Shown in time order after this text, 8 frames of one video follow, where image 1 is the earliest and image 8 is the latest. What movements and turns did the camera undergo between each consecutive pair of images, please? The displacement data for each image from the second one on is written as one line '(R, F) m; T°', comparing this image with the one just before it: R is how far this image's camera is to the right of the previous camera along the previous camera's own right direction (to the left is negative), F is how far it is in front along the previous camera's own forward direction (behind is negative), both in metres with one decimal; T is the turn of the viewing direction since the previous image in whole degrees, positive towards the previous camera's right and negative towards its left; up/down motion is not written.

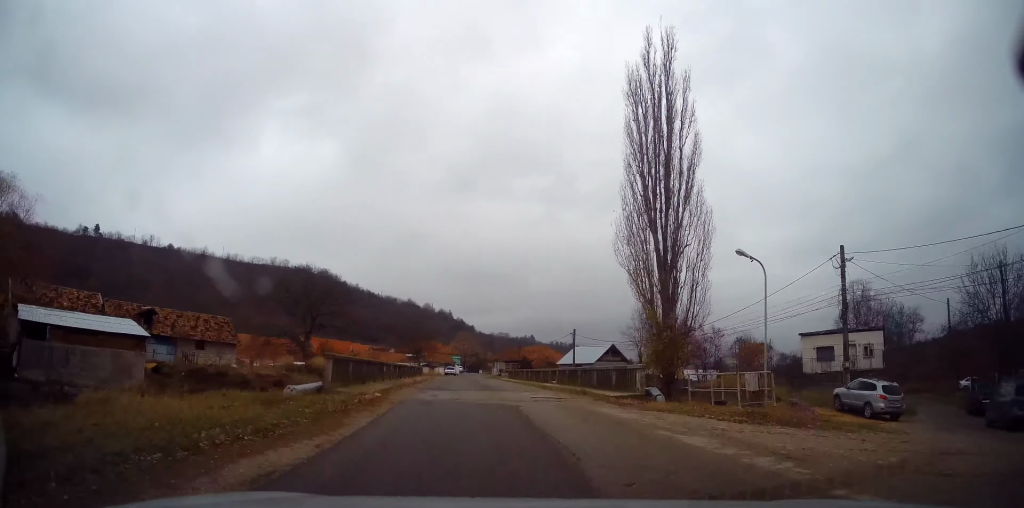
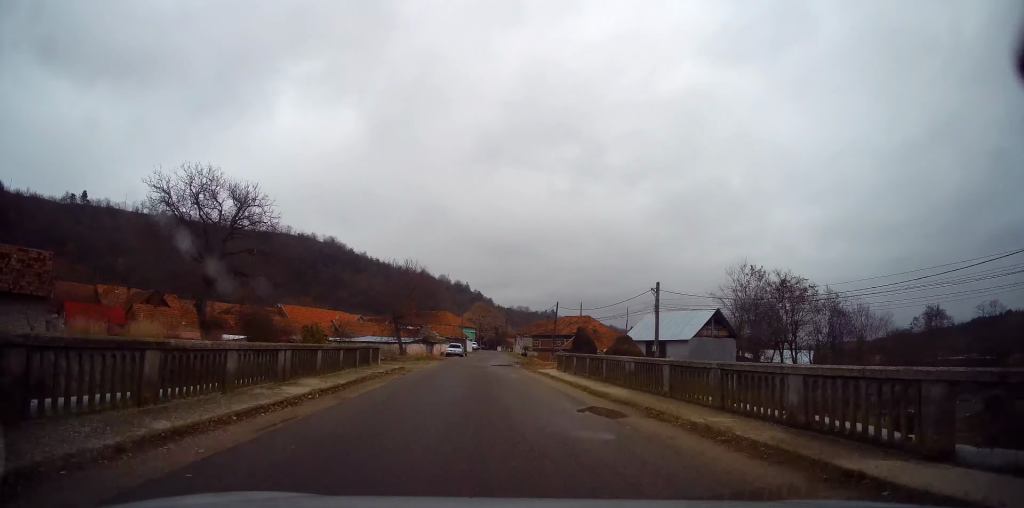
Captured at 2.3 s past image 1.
(-1.3, +30.1) m; -3°
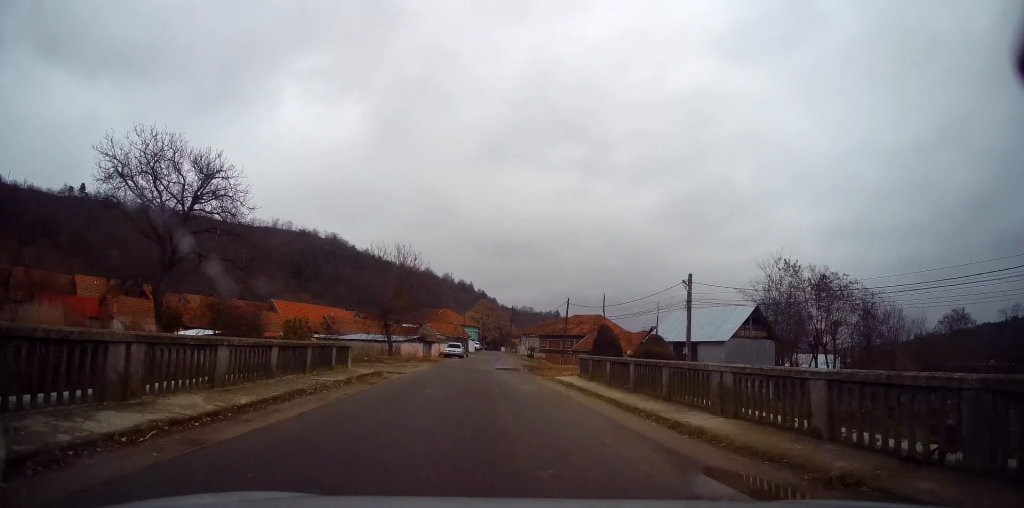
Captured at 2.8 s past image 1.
(0.0, +6.4) m; -1°
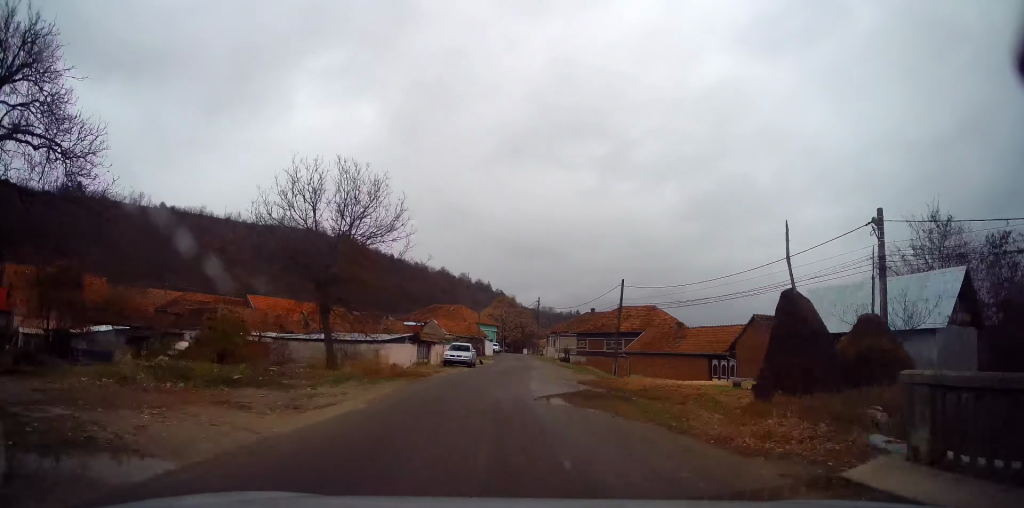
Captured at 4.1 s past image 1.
(-0.2, +18.8) m; 0°
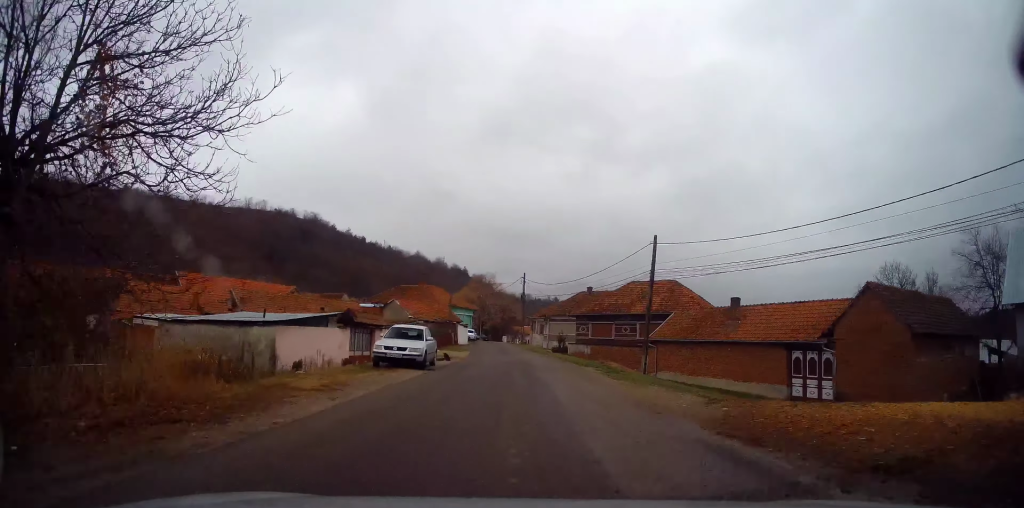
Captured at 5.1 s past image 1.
(+0.1, +14.5) m; +2°
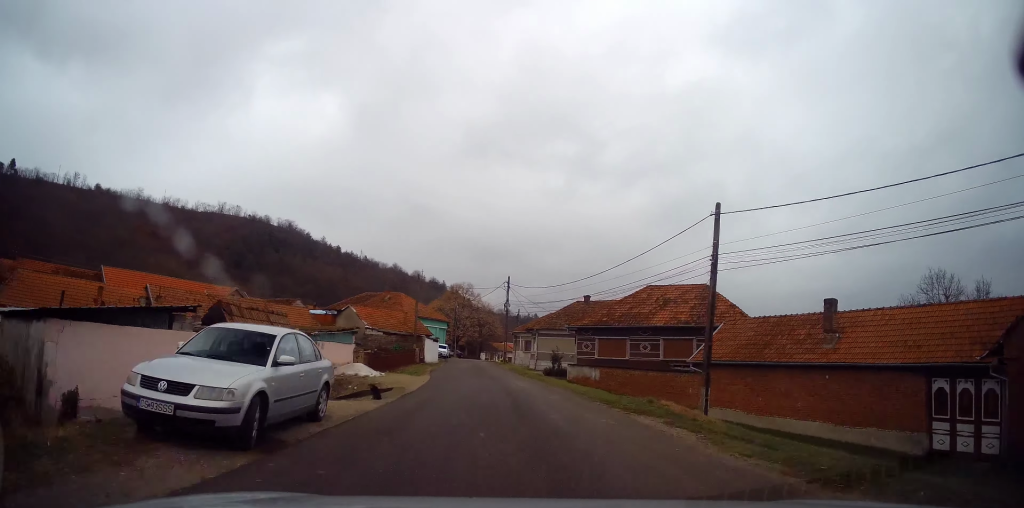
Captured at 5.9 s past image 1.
(+0.2, +12.2) m; +2°
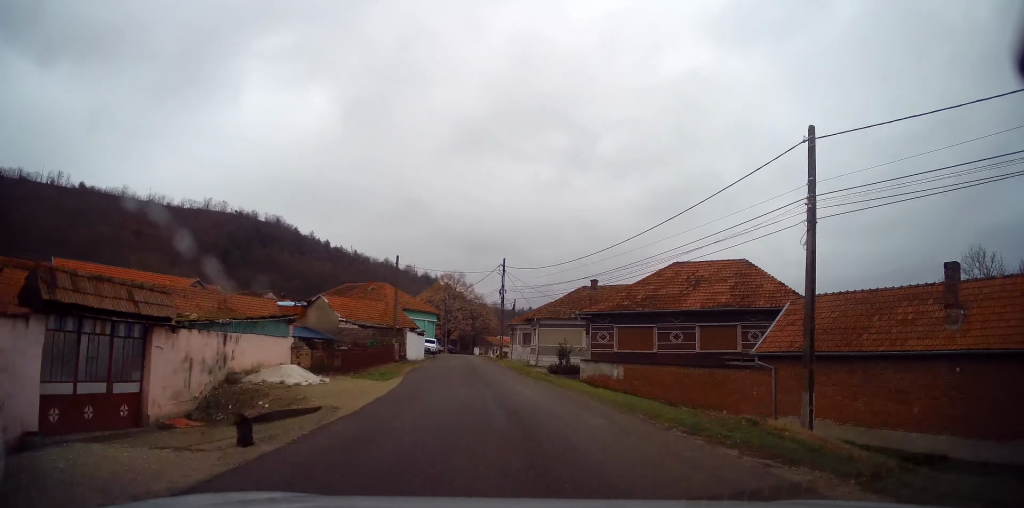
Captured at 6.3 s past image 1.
(0.0, +7.2) m; +1°
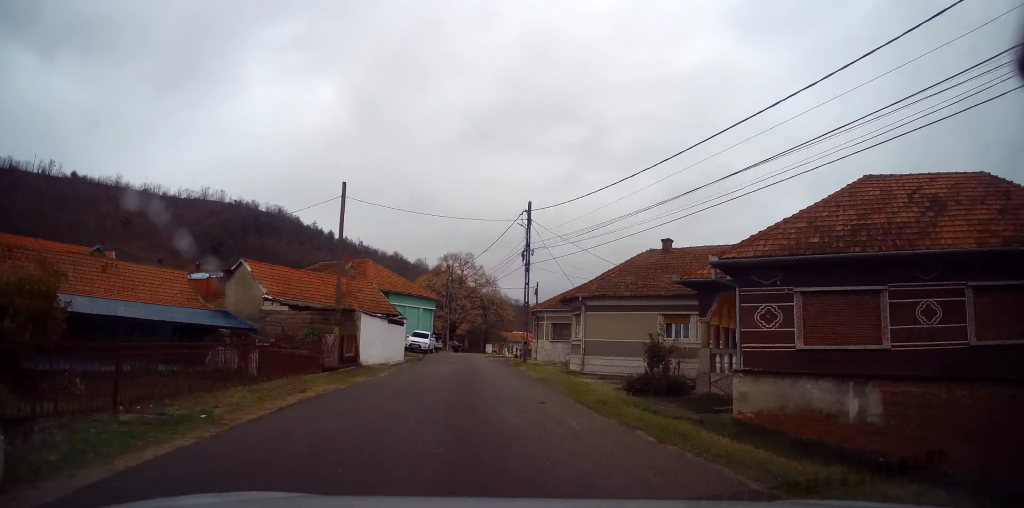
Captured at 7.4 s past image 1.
(+0.3, +16.9) m; -1°
